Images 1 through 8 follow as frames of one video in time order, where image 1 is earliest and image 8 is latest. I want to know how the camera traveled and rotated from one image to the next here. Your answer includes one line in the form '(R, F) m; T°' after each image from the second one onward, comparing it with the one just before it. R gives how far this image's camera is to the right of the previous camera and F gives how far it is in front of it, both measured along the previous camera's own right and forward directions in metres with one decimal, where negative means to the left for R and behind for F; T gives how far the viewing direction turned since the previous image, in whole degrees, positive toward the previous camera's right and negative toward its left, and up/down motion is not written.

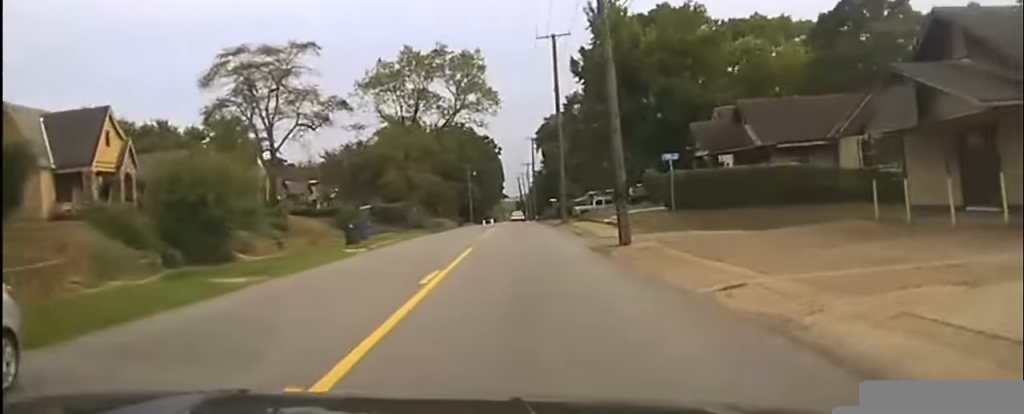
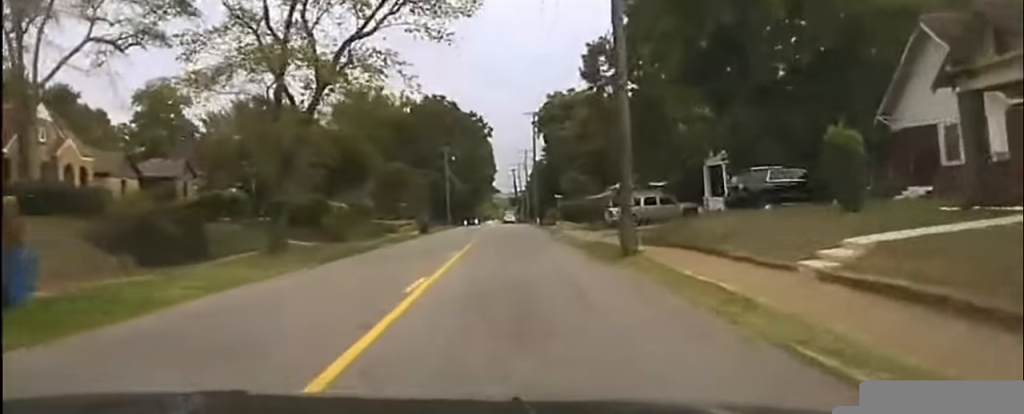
(+0.1, +29.3) m; 0°
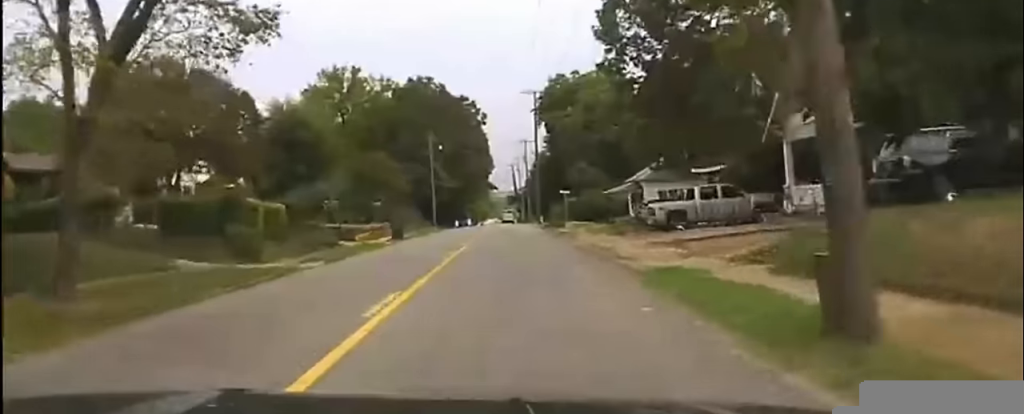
(0.0, +17.4) m; 0°
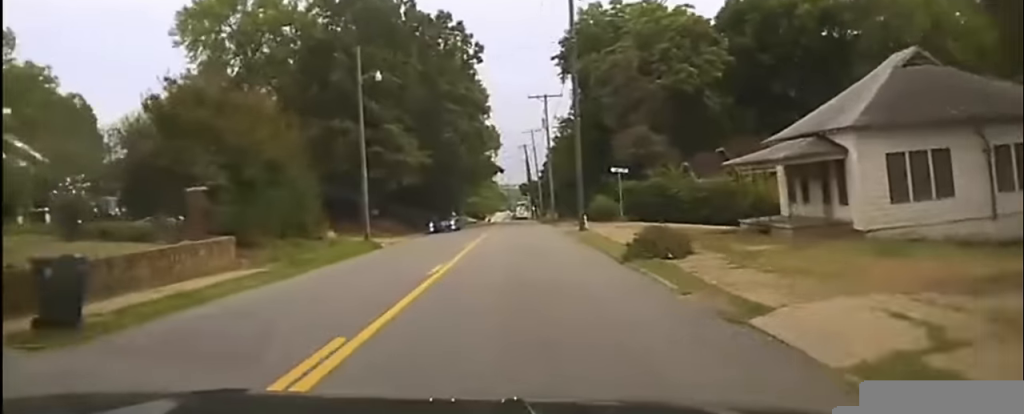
(0.0, +44.6) m; 0°
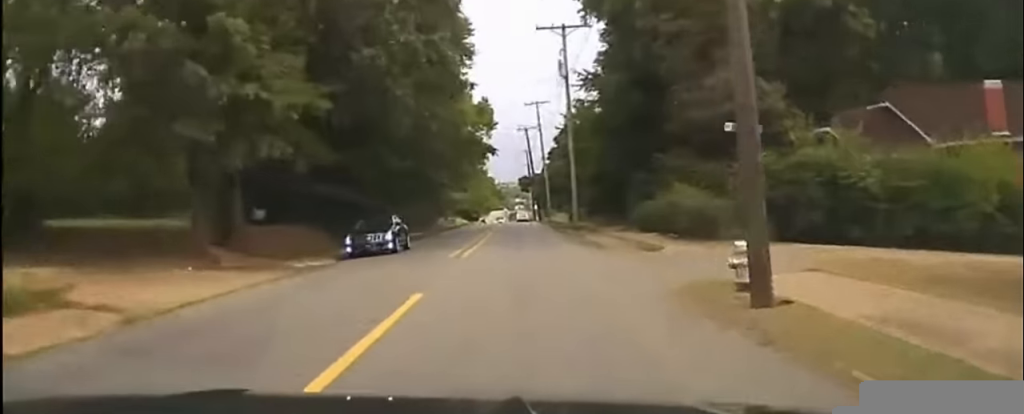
(0.0, +27.8) m; 0°
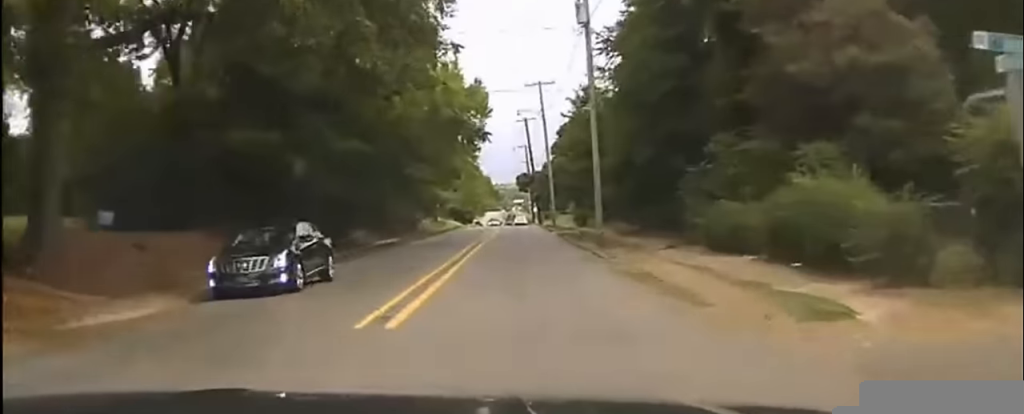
(0.0, +14.0) m; 0°
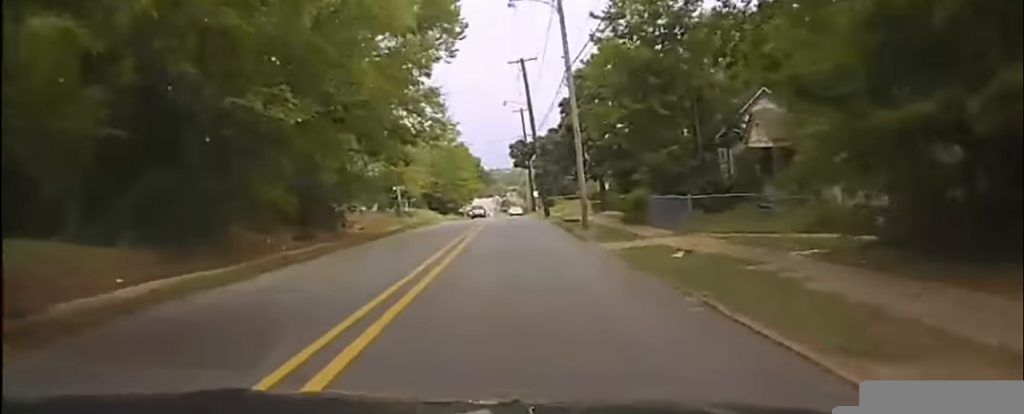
(0.0, +31.3) m; 0°
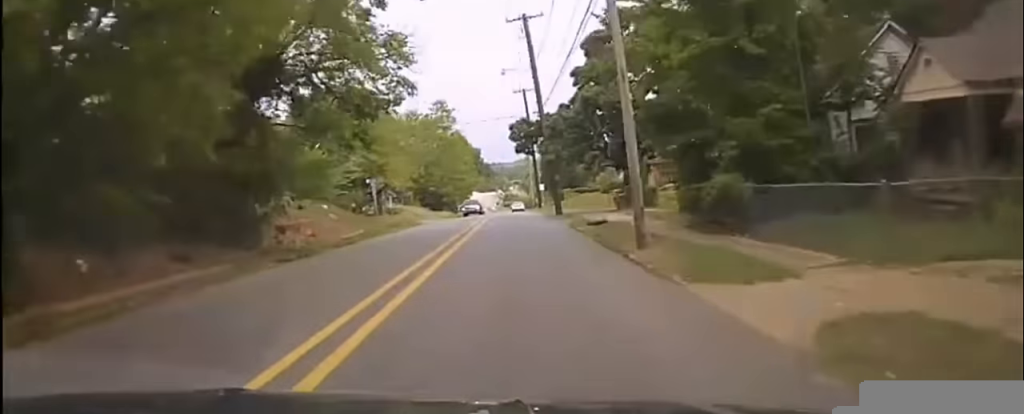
(0.0, +15.1) m; 0°
